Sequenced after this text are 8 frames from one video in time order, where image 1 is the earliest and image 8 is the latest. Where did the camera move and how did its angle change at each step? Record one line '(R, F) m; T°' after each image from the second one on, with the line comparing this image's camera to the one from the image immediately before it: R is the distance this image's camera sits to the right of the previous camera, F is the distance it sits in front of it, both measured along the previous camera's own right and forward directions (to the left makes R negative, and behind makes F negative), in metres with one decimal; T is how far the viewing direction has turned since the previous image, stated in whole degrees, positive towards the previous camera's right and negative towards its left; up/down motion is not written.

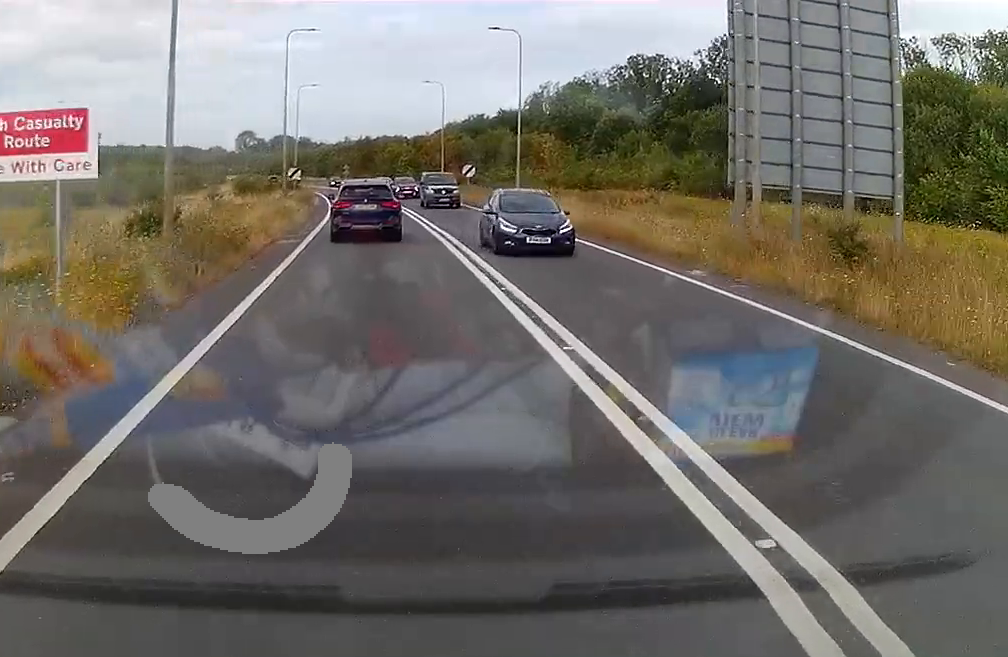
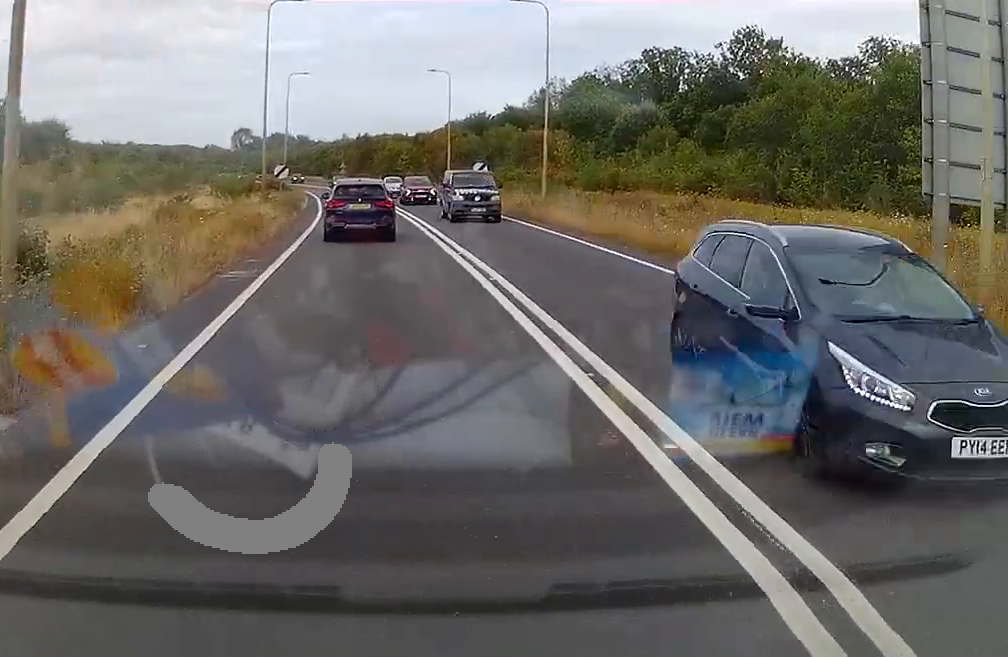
(0.0, +9.7) m; 0°
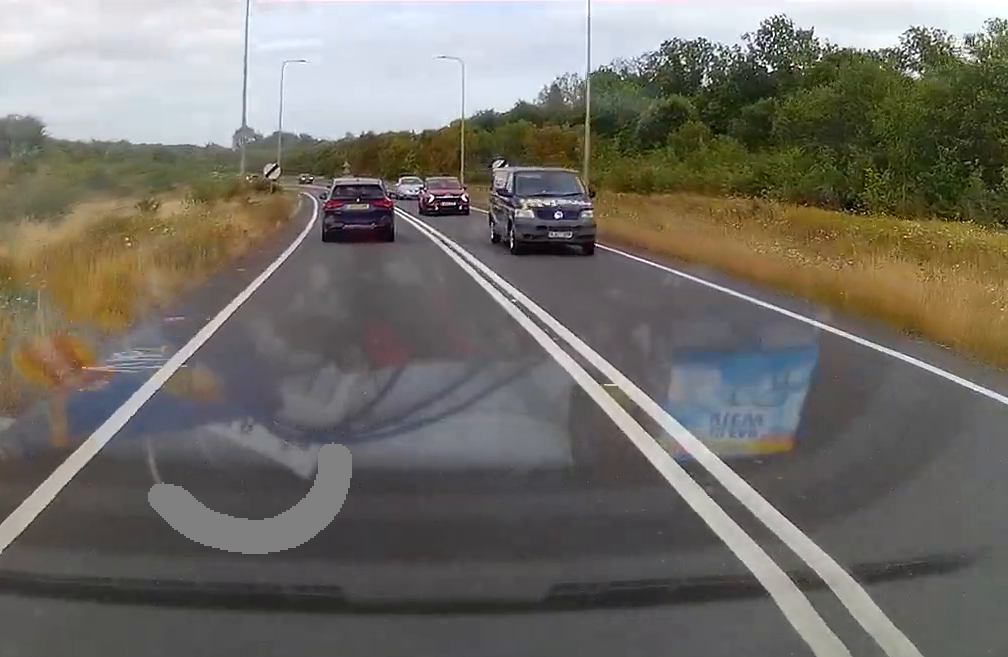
(0.0, +8.9) m; 0°
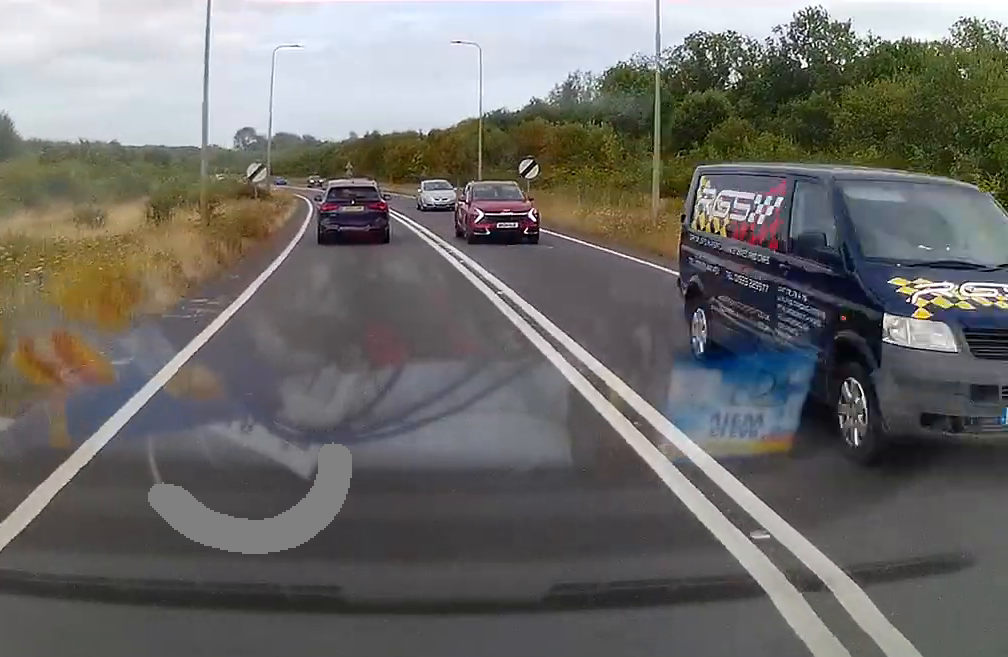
(+0.1, +9.5) m; 0°
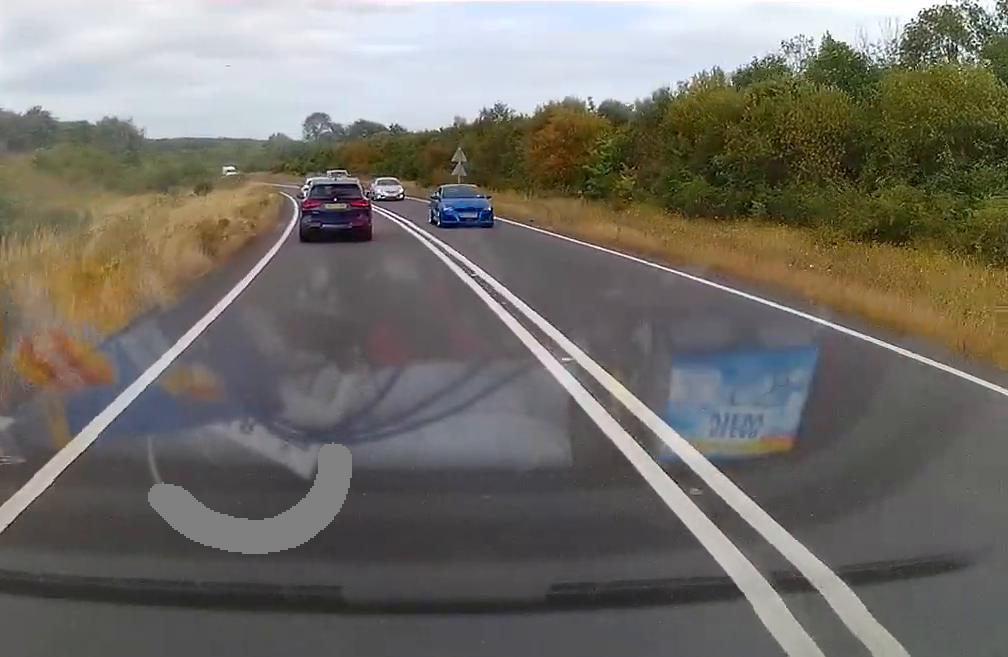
(-2.9, +75.5) m; -6°
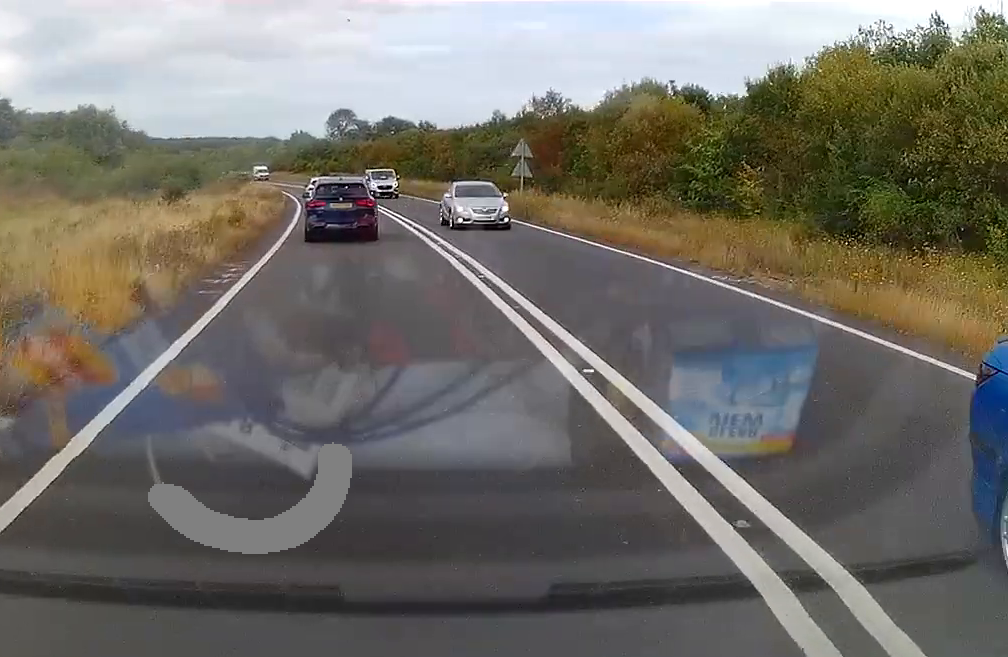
(-0.6, +17.5) m; -1°
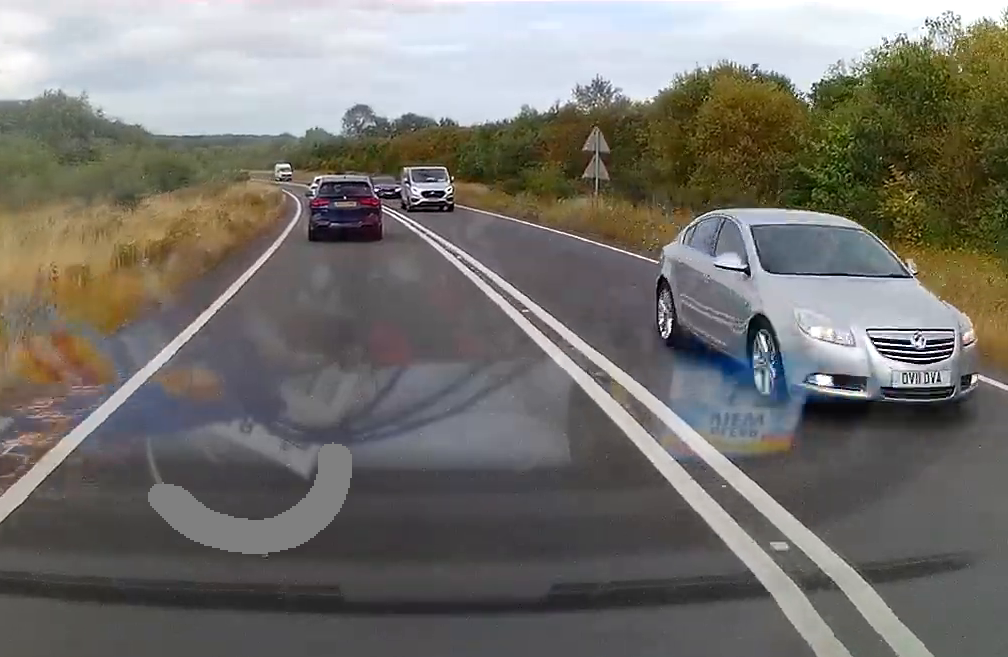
(-0.1, +13.0) m; -1°
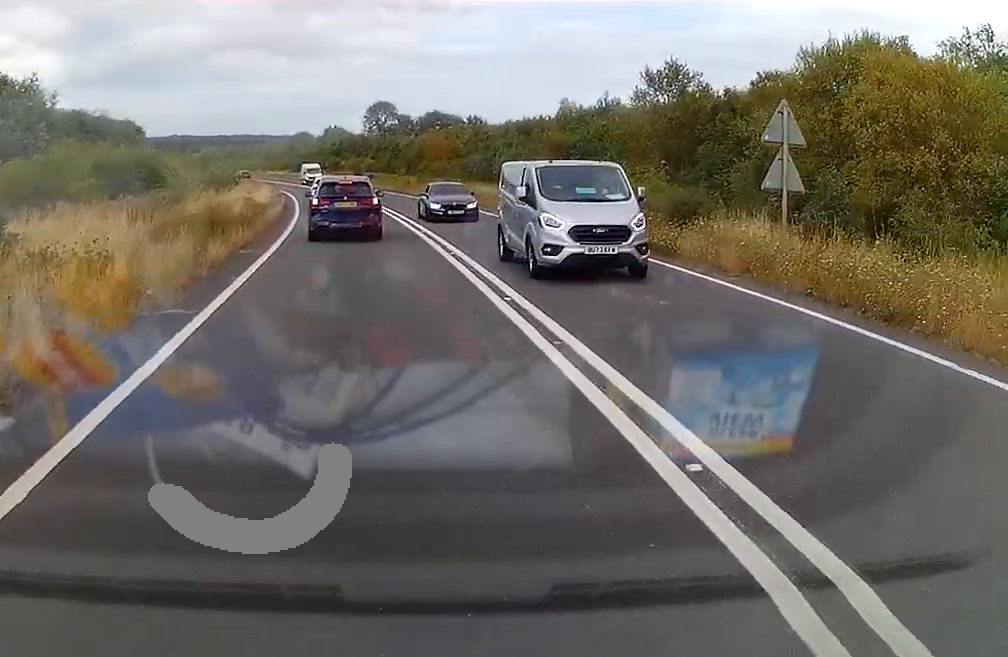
(+0.3, +15.4) m; -1°
